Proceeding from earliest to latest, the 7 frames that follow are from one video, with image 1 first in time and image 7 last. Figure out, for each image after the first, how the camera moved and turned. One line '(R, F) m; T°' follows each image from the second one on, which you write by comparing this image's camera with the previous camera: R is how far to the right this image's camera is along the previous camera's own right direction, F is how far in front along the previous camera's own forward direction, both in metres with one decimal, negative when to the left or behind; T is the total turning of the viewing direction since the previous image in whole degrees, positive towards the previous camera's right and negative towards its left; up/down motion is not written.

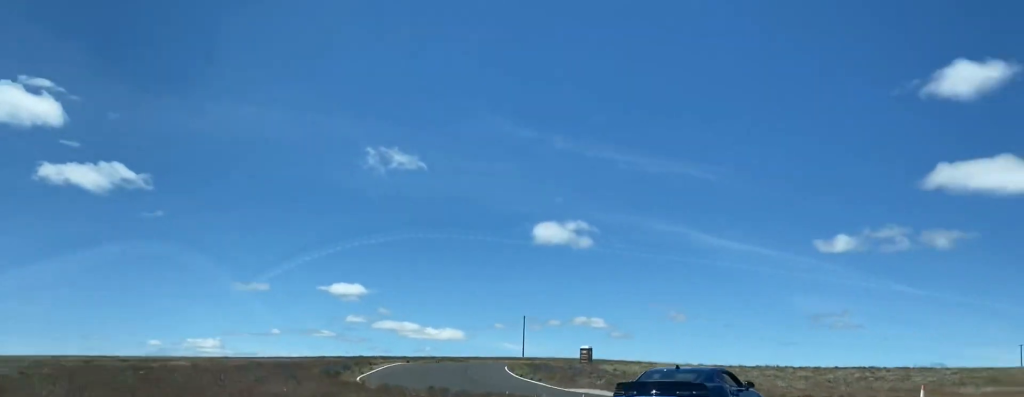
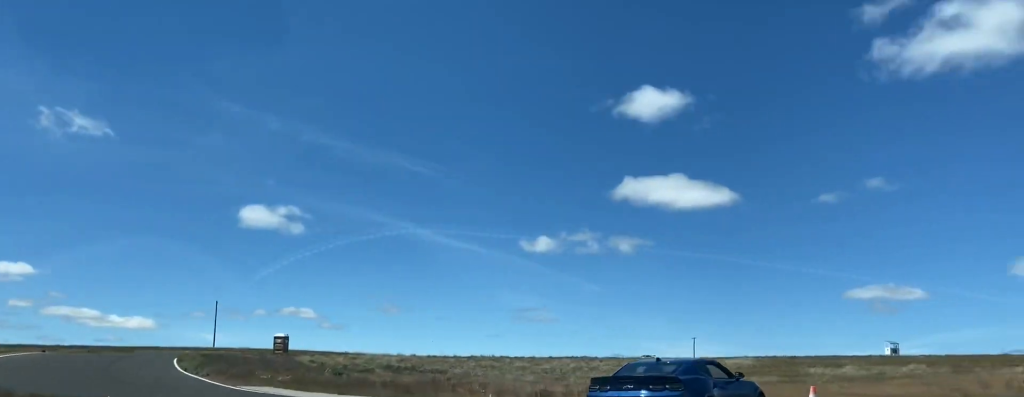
(+2.4, +11.4) m; +19°
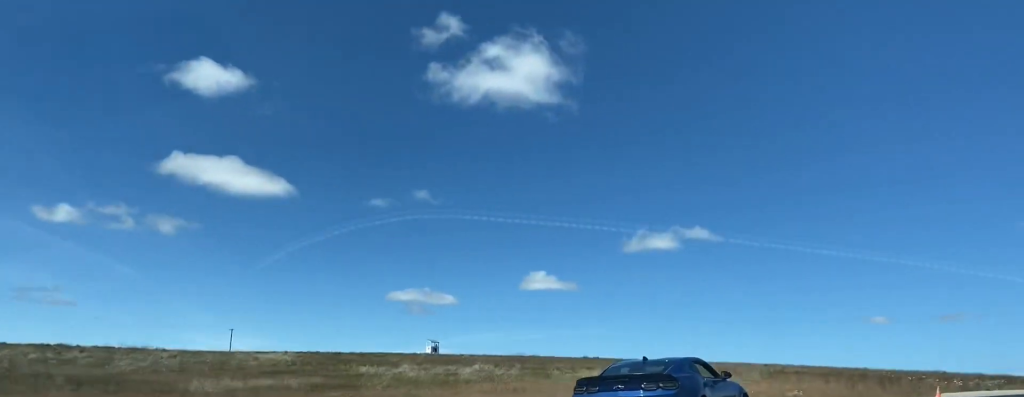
(+4.0, +15.2) m; +32°
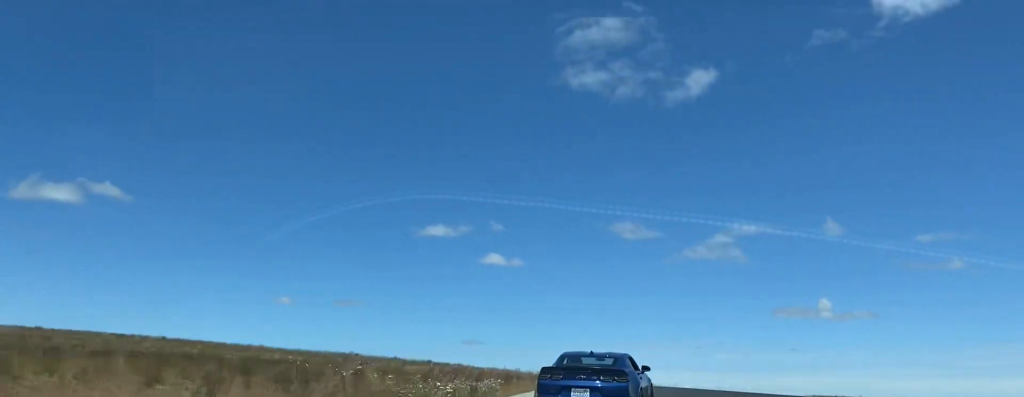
(+10.2, +23.0) m; +44°
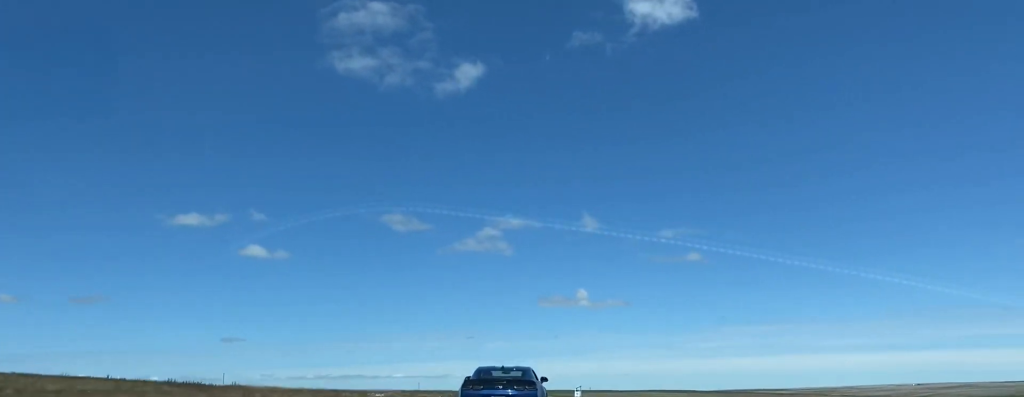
(+5.6, +33.6) m; +12°
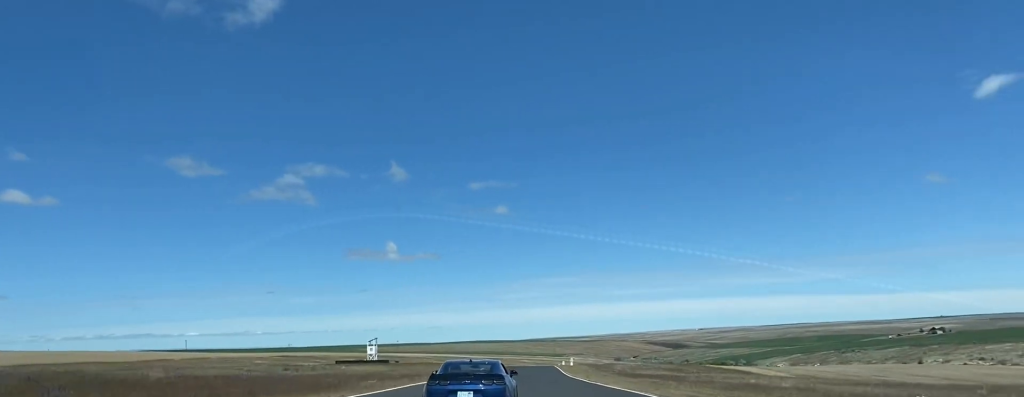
(+7.3, +64.5) m; +12°
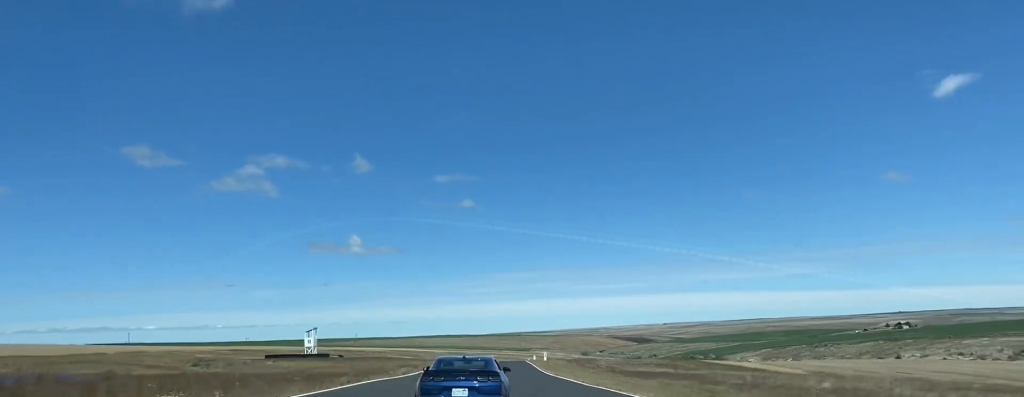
(+0.4, +19.5) m; +2°
